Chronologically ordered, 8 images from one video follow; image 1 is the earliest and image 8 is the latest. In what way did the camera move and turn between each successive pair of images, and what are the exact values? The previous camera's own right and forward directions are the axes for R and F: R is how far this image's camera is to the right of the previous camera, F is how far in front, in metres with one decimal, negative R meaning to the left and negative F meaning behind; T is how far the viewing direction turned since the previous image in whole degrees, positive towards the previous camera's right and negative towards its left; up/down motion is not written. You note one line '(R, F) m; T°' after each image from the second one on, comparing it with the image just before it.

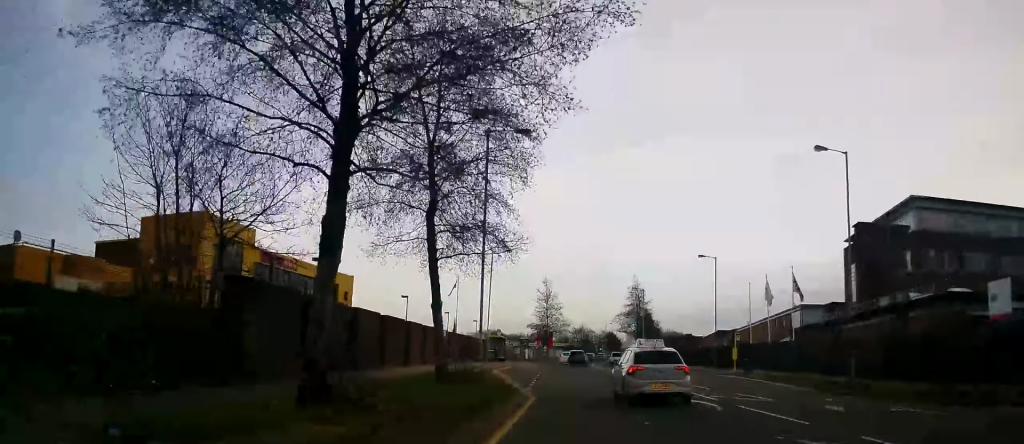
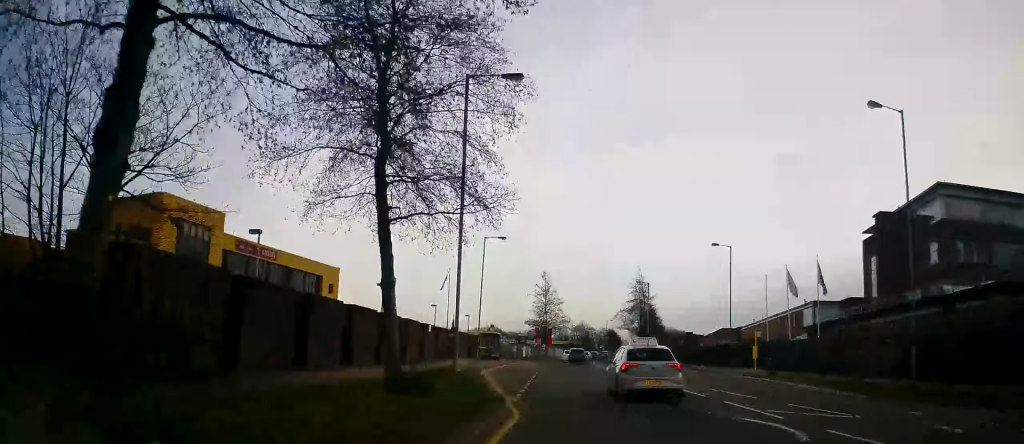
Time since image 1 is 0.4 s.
(+0.1, +5.1) m; 0°
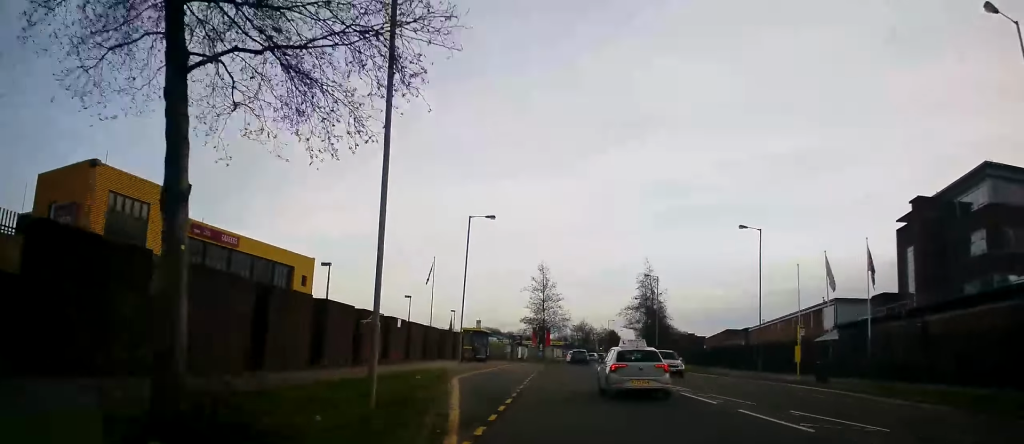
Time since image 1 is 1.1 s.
(+0.4, +7.8) m; 0°
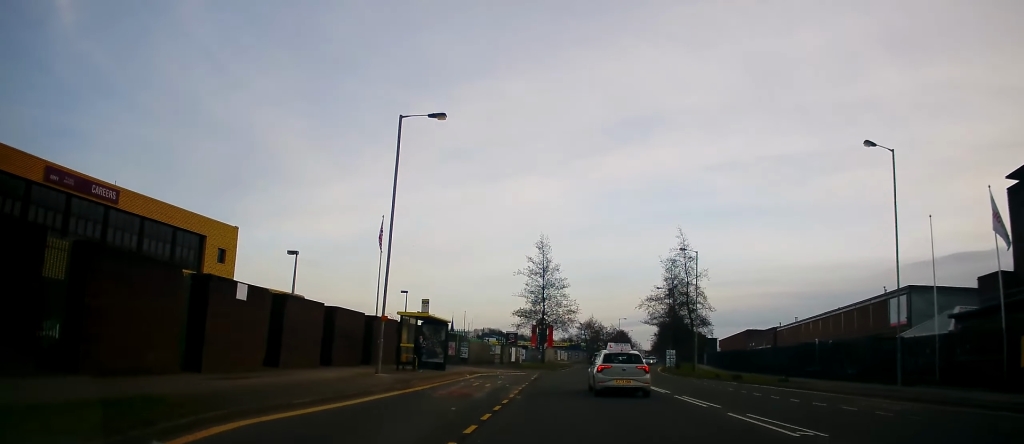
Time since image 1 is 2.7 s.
(-0.5, +18.0) m; -1°
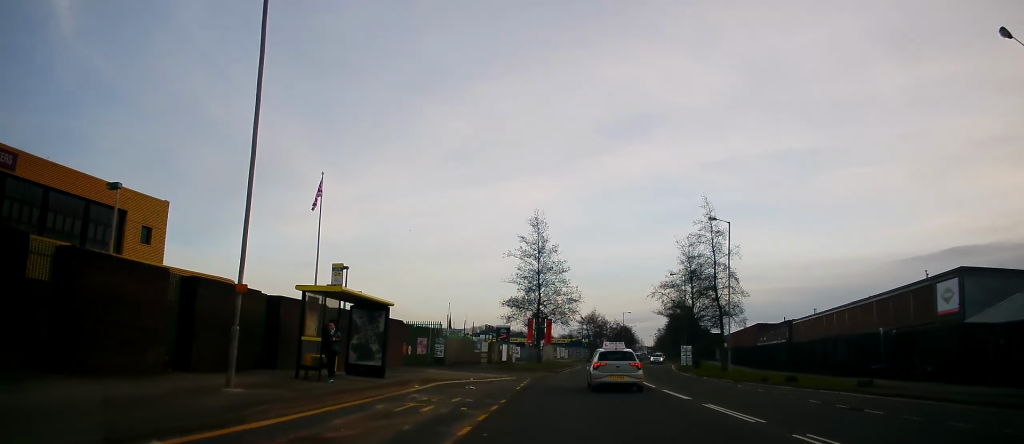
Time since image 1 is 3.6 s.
(0.0, +10.3) m; 0°
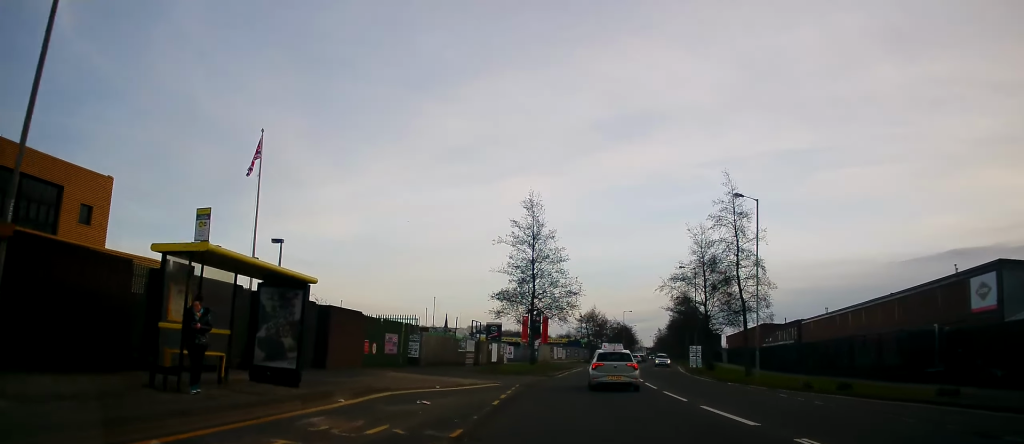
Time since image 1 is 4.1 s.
(-0.2, +6.4) m; 0°
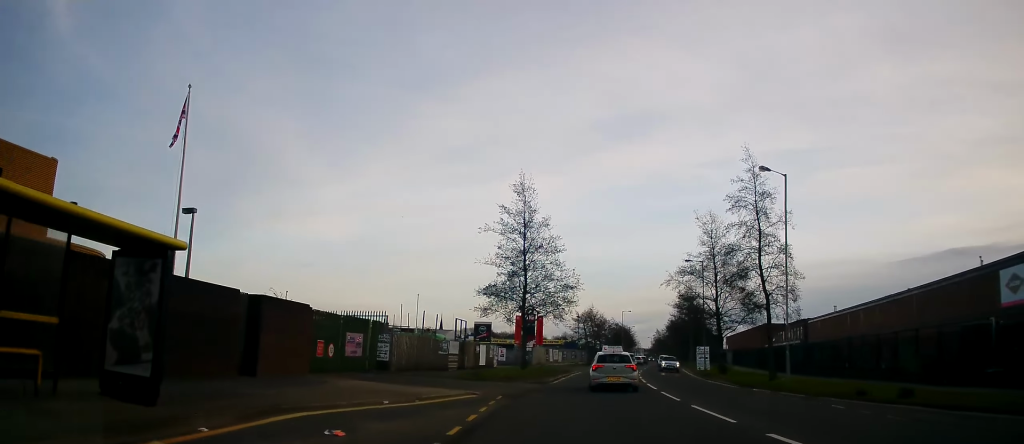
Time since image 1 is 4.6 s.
(+0.1, +5.2) m; +1°
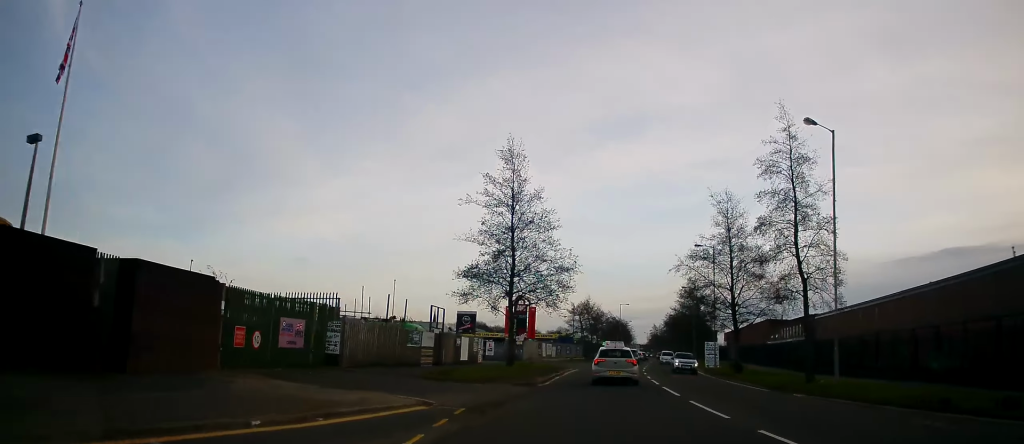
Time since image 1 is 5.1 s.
(+0.1, +5.9) m; +1°
